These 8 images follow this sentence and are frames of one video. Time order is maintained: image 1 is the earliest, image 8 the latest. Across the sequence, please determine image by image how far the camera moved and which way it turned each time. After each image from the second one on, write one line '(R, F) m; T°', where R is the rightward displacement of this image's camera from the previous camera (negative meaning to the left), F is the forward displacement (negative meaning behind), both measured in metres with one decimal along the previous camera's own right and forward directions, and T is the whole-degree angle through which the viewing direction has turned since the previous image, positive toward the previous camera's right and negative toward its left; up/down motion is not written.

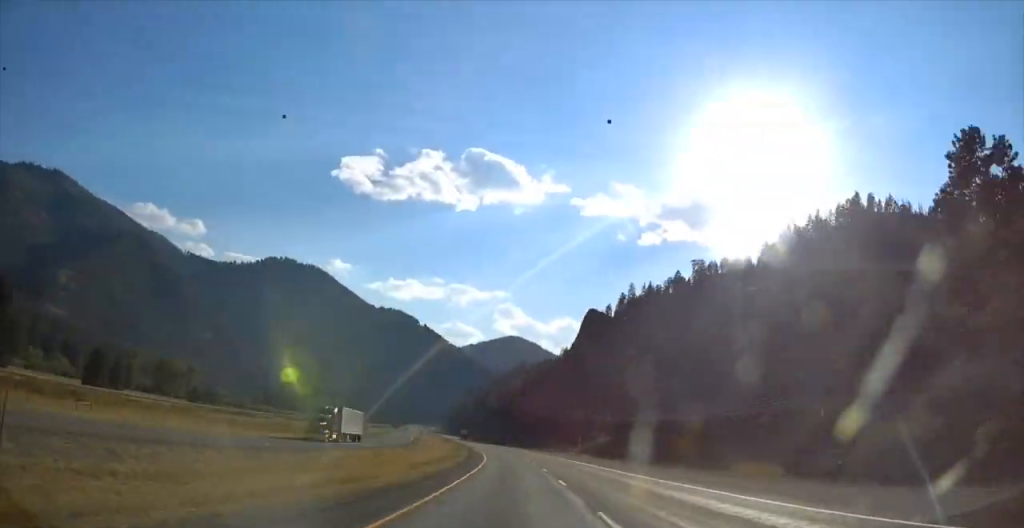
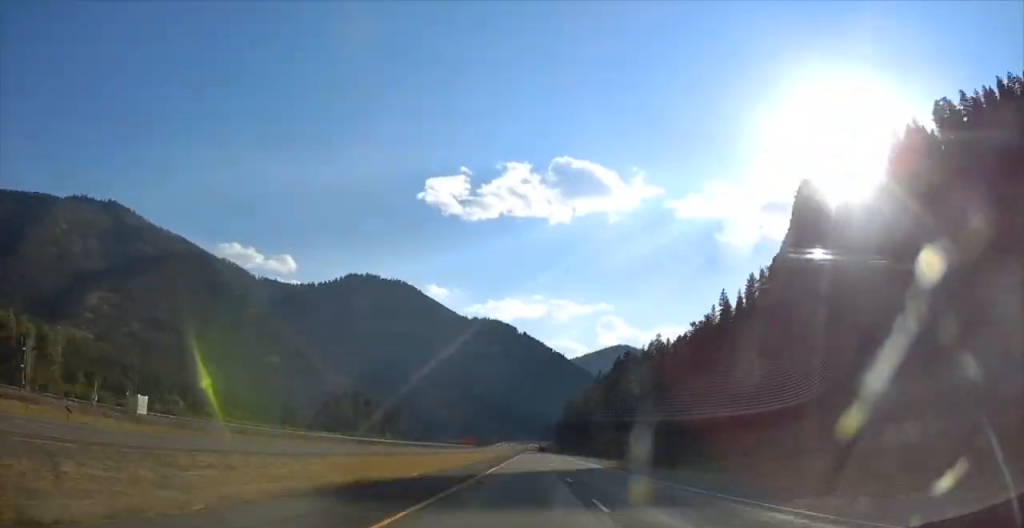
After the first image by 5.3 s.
(-15.8, +197.7) m; -6°
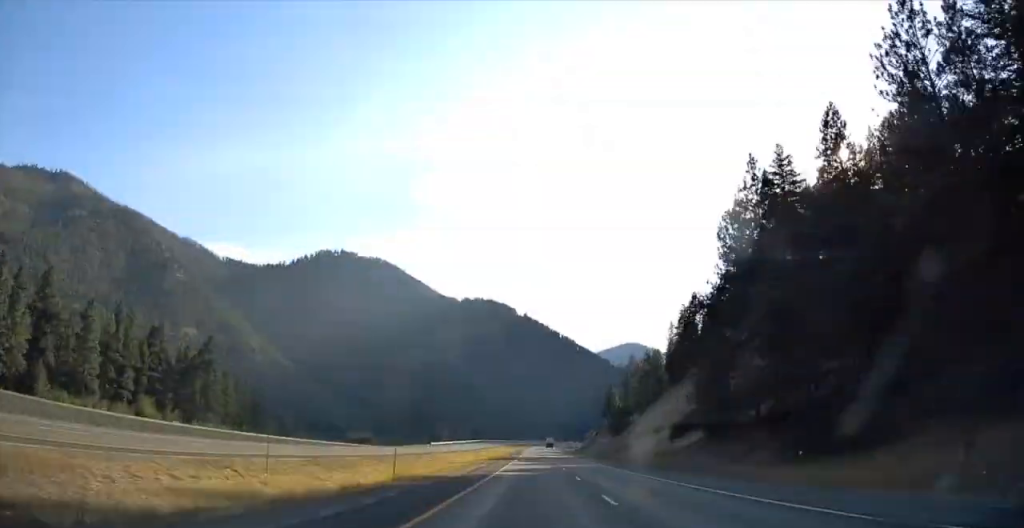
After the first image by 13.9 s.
(-8.2, +315.4) m; +2°
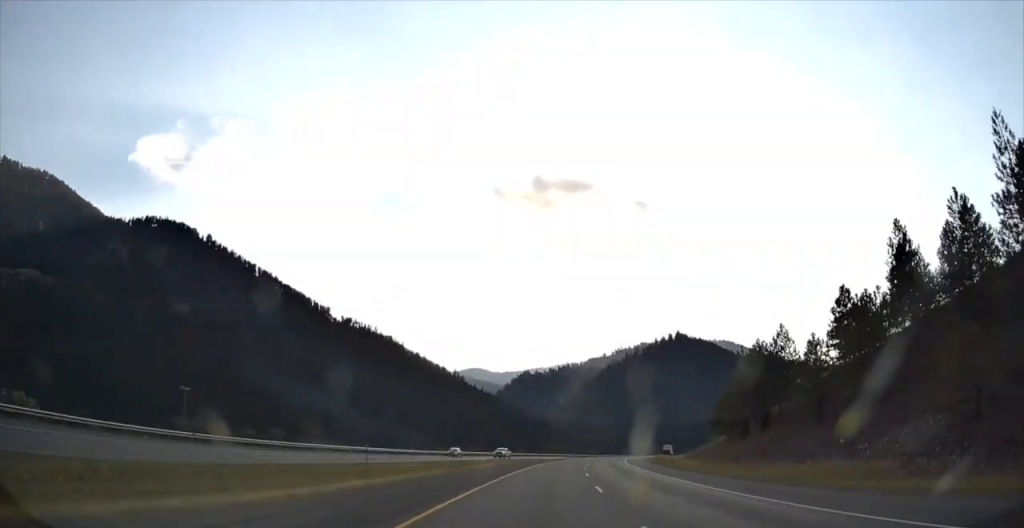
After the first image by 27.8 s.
(+85.0, +490.5) m; +32°
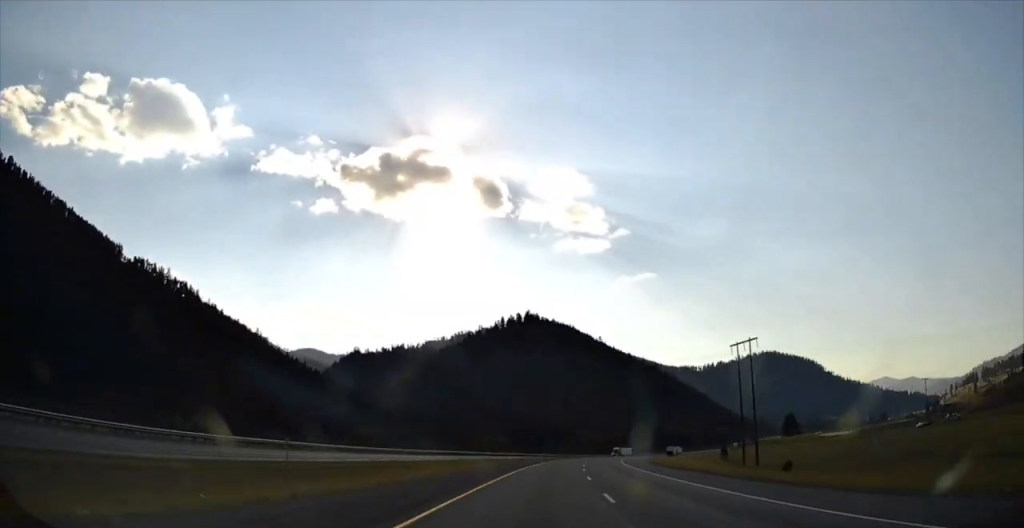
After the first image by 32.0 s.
(+34.8, +153.3) m; +14°
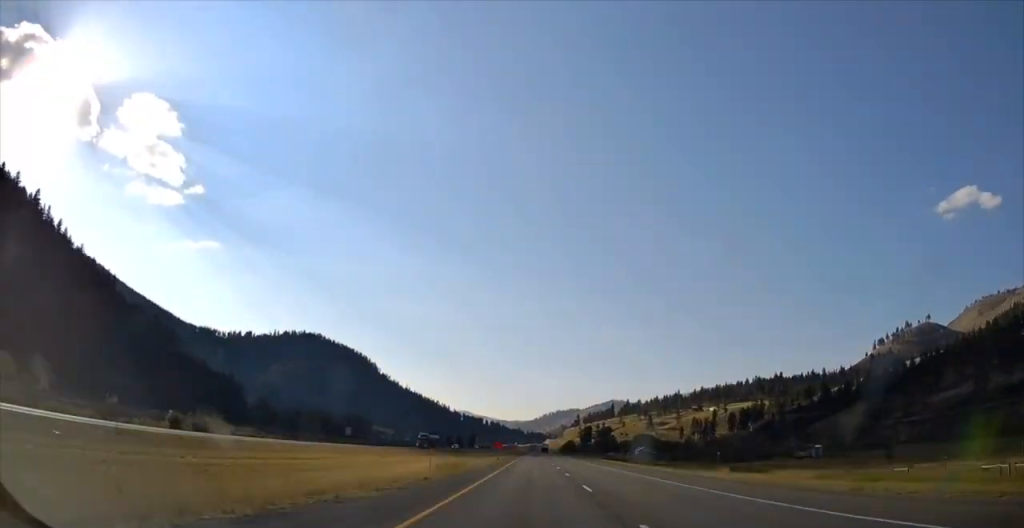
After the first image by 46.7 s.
(+170.9, +510.2) m; +27°
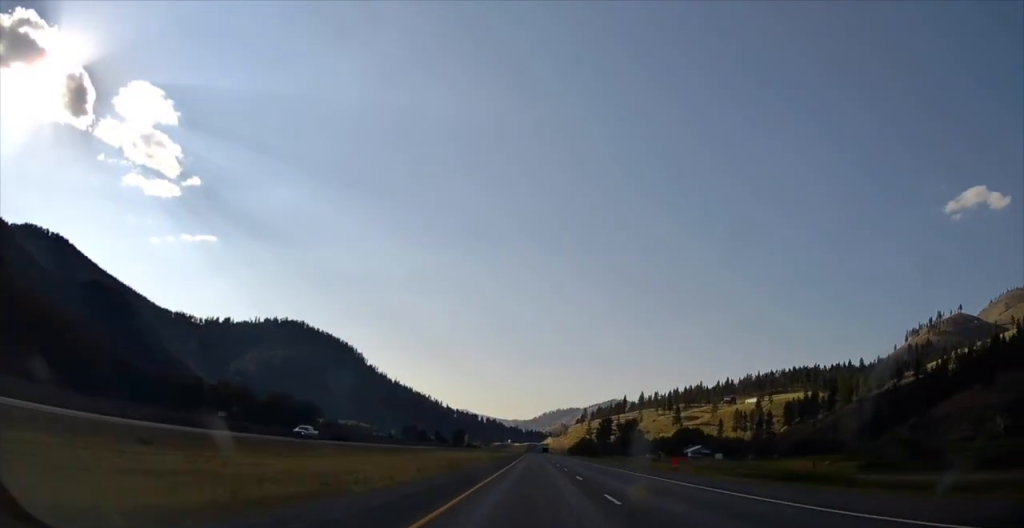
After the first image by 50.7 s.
(+4.4, +150.4) m; +1°
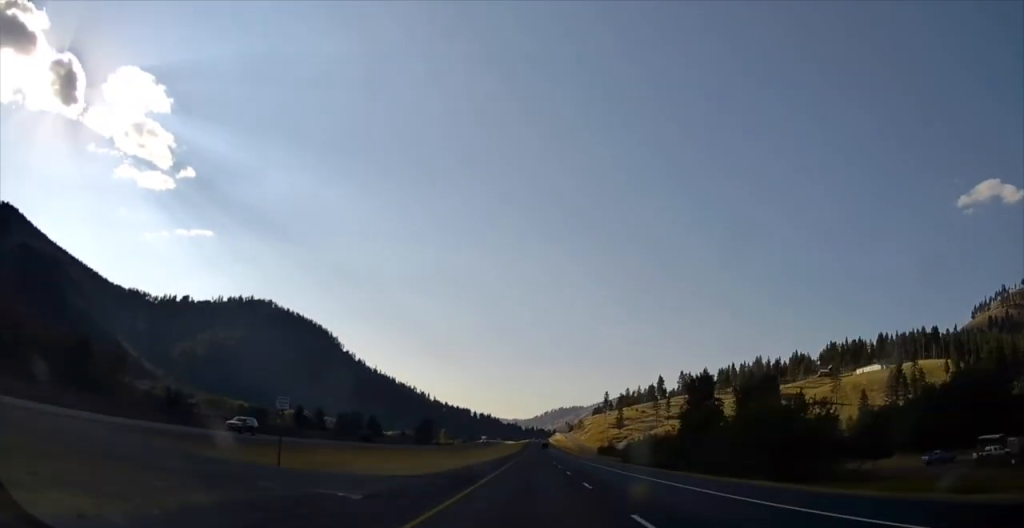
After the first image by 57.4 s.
(+1.3, +250.0) m; 0°
